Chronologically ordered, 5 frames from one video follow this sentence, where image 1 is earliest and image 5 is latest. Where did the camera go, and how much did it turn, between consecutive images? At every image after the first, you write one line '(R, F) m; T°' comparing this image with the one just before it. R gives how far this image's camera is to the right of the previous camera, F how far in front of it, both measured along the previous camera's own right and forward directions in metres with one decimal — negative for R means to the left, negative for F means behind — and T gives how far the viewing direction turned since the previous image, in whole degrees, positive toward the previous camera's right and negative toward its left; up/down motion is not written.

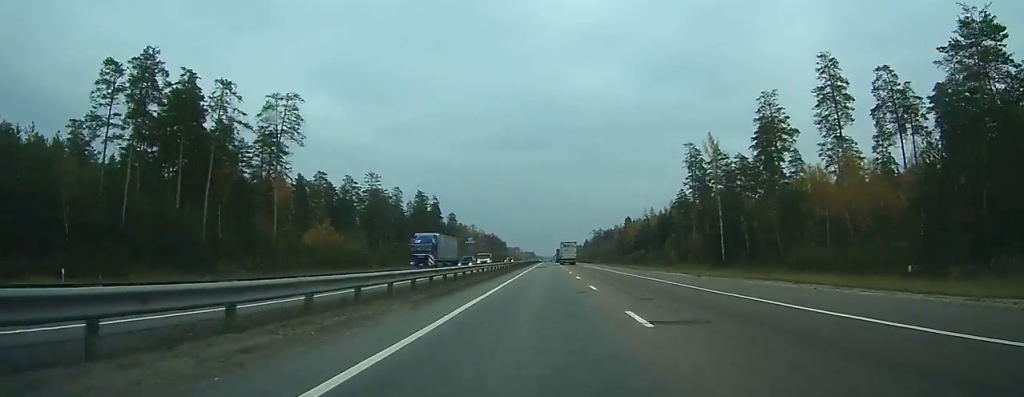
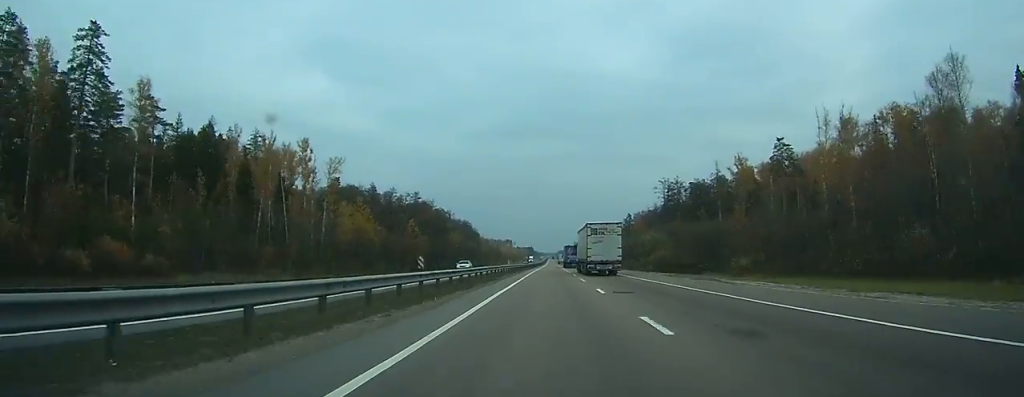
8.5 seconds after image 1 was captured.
(+0.2, +253.4) m; 0°
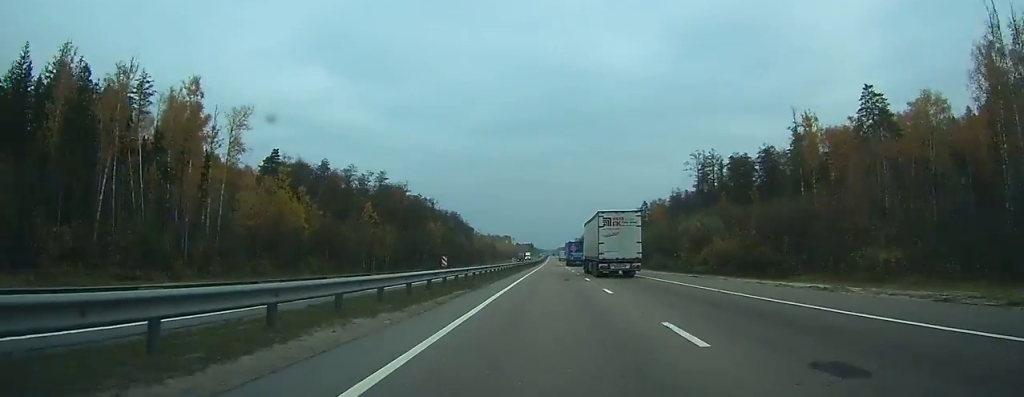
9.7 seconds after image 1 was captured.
(0.0, +41.8) m; 0°
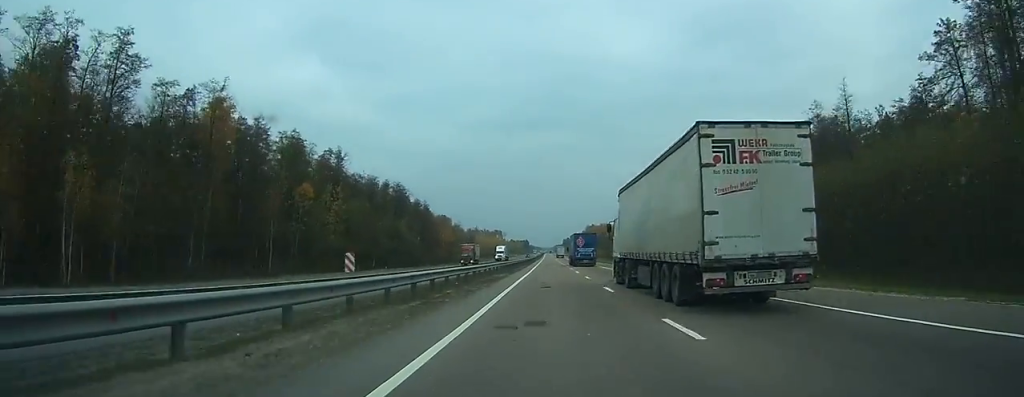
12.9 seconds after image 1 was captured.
(+0.2, +99.1) m; 0°
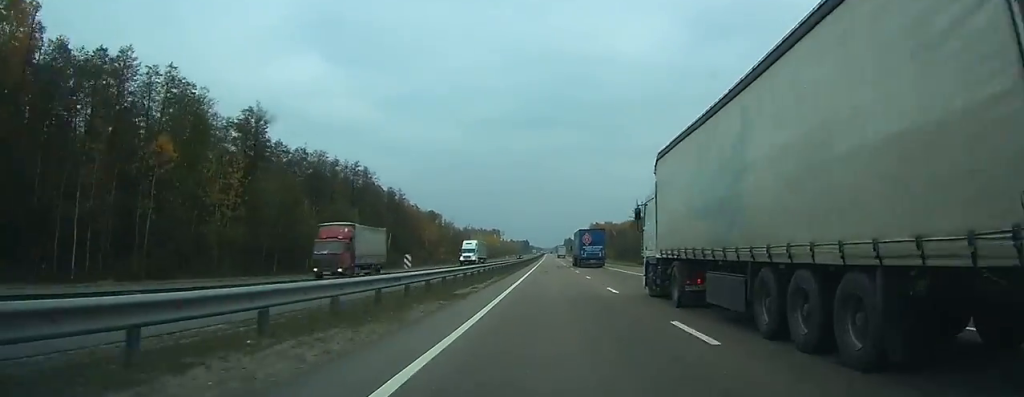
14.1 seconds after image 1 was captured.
(0.0, +35.1) m; 0°
